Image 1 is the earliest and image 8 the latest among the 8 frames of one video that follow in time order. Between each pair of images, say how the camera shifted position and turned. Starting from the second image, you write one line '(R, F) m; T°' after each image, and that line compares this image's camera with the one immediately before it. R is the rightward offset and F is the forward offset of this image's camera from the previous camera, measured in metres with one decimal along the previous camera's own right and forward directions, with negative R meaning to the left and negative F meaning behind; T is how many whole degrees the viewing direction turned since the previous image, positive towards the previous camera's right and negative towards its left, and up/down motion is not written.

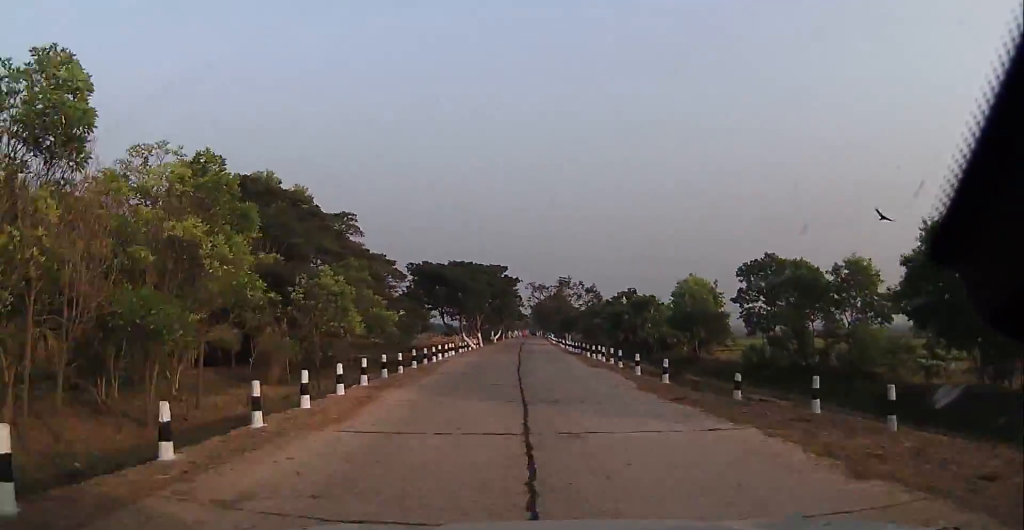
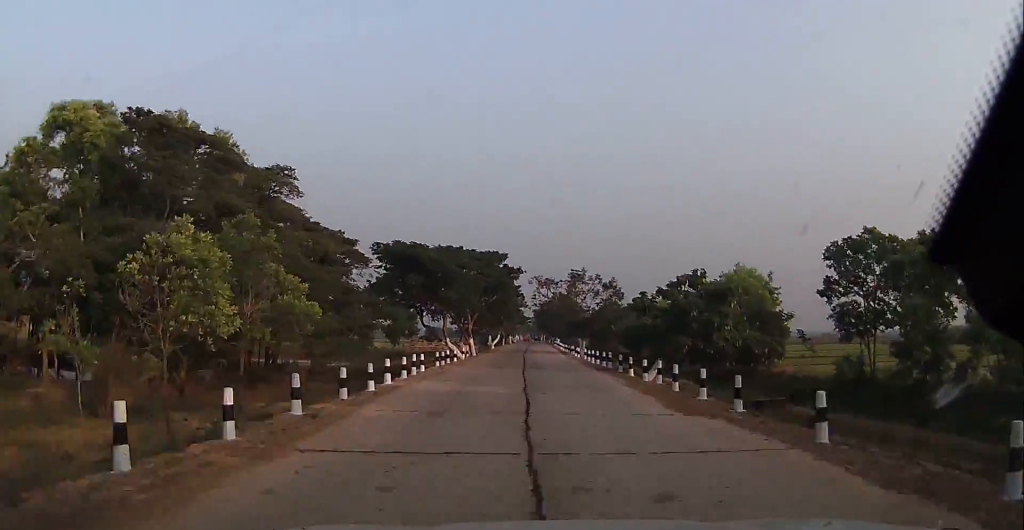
(-0.5, +15.4) m; 0°
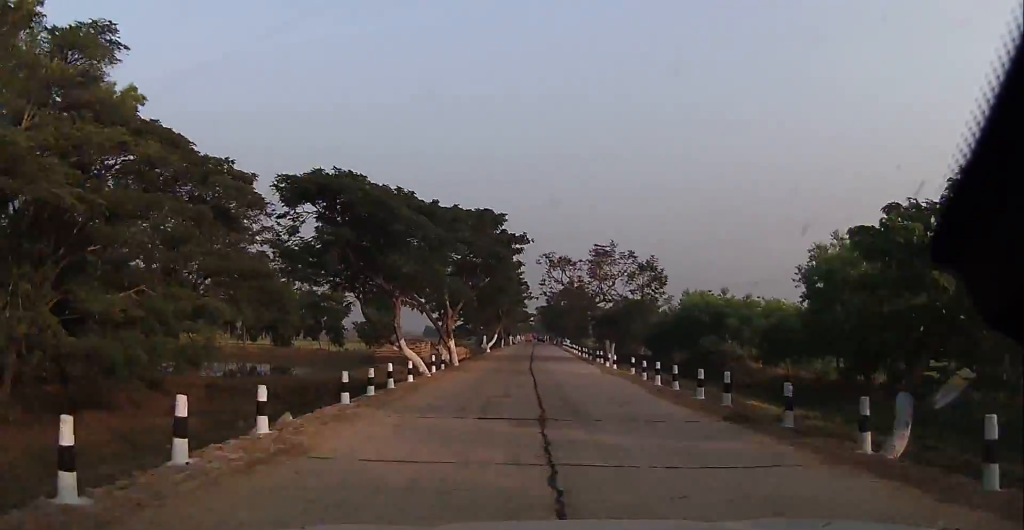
(+0.4, +18.8) m; 0°
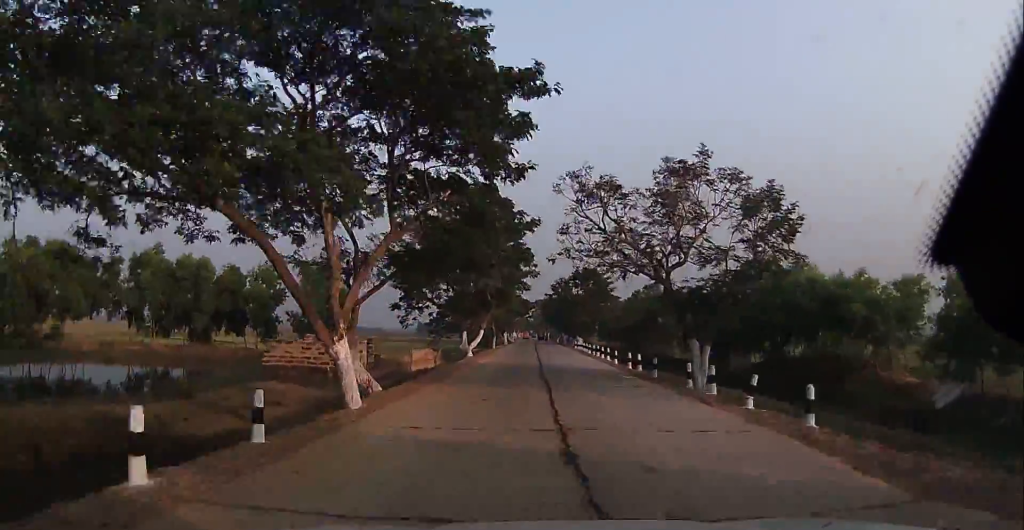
(-0.4, +23.9) m; 0°
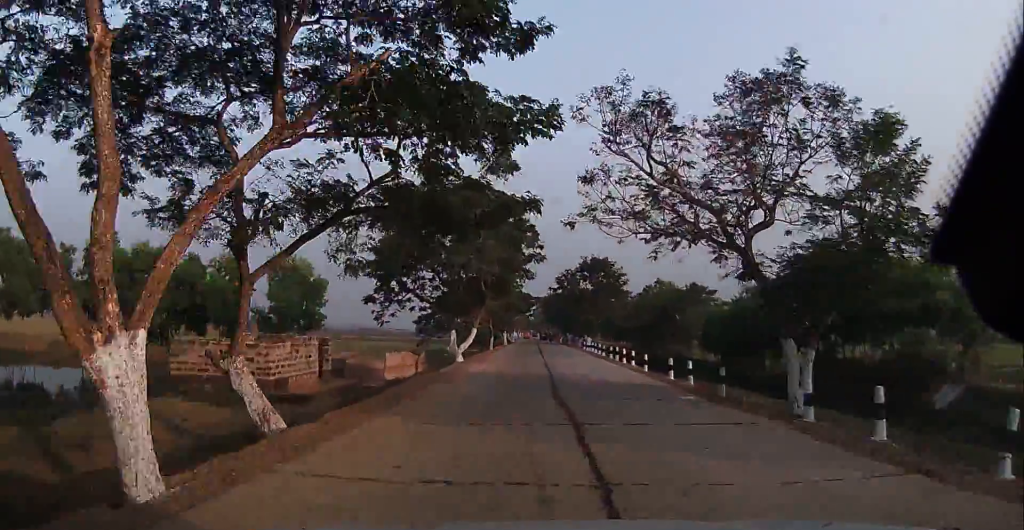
(+0.2, +8.6) m; +1°
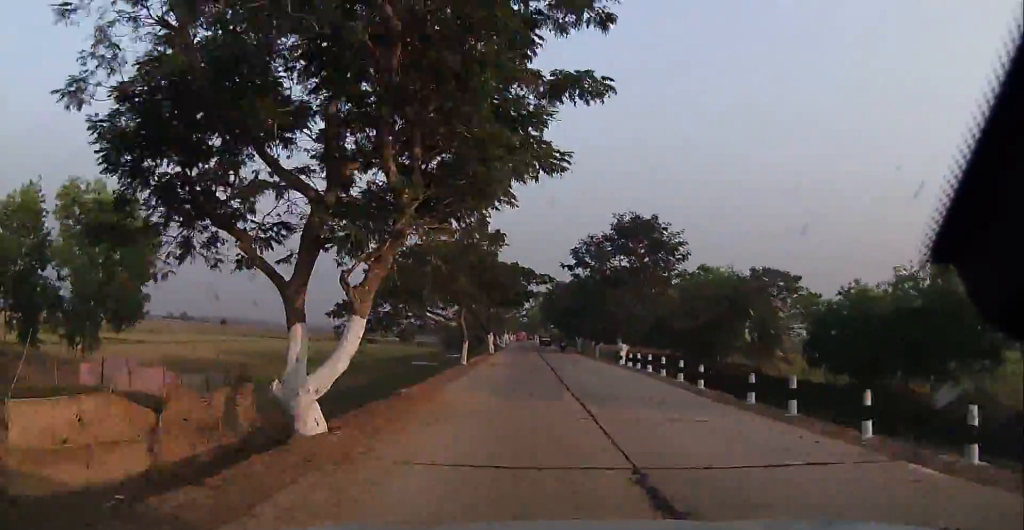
(+0.6, +25.7) m; +1°
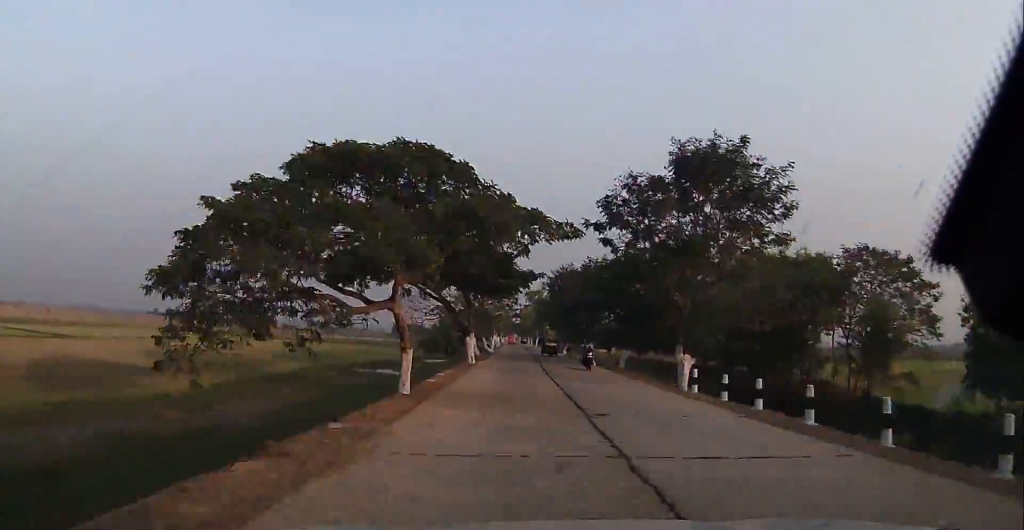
(-0.1, +17.1) m; 0°
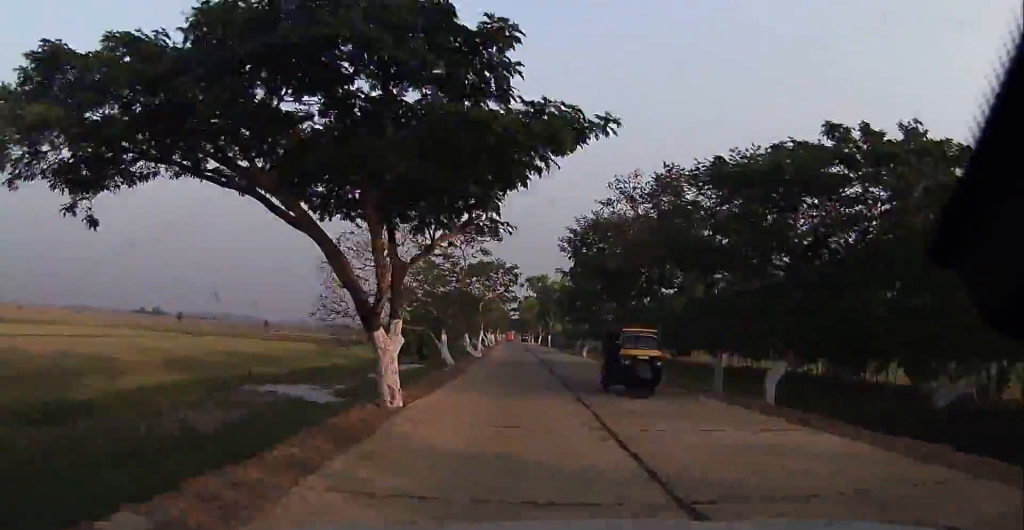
(+0.2, +24.7) m; +2°
